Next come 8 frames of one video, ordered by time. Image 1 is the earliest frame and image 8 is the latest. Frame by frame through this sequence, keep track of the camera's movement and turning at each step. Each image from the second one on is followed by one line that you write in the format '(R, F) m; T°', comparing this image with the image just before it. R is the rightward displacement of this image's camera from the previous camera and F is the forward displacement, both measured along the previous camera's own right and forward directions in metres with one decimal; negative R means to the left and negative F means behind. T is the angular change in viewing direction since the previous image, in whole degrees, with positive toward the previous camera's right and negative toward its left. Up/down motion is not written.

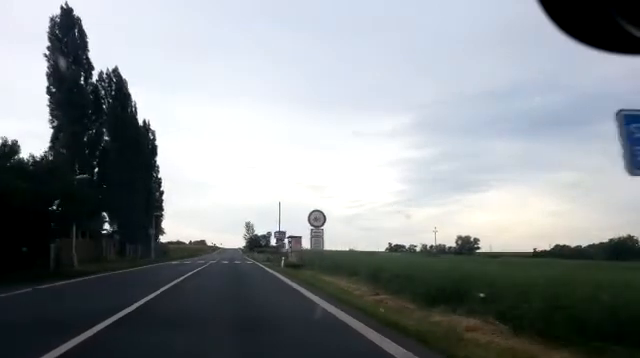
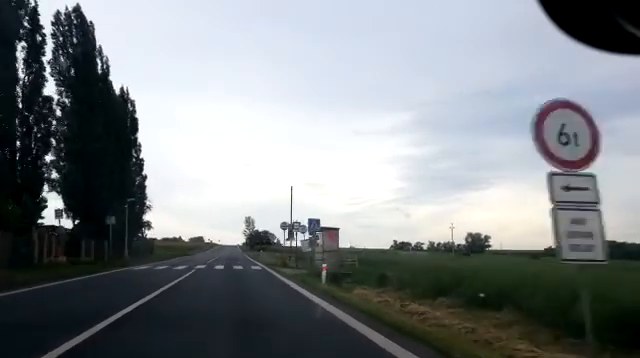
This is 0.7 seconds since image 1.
(+0.1, +14.7) m; 0°
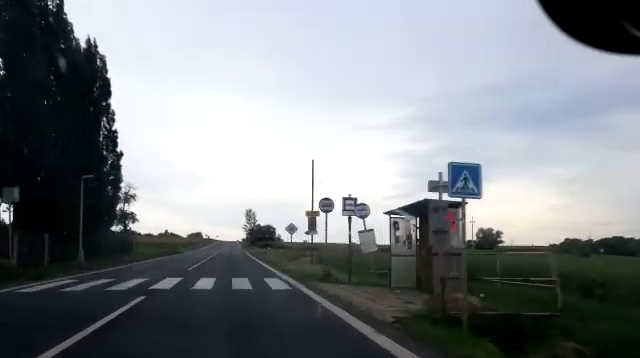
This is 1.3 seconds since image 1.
(-0.2, +14.0) m; 0°
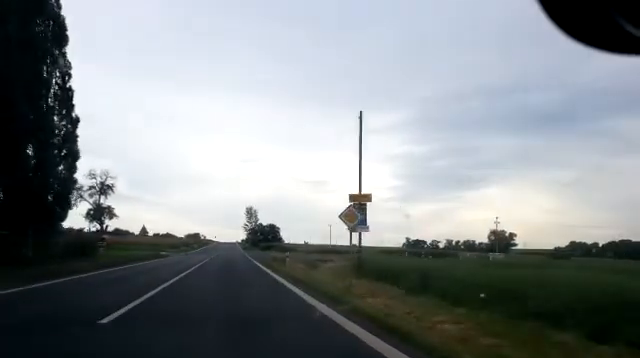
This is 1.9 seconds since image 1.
(0.0, +14.1) m; 0°
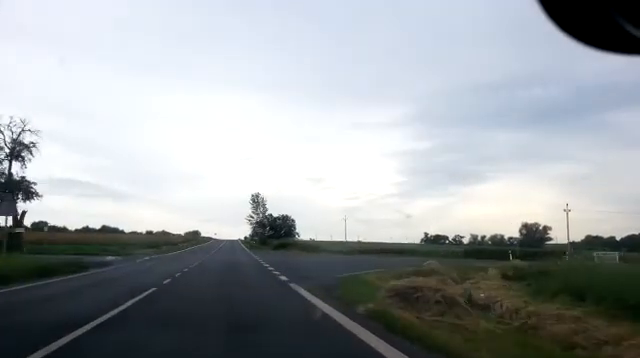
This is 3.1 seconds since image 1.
(0.0, +27.2) m; 0°
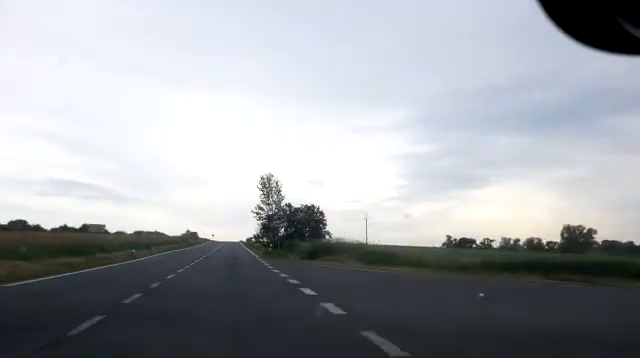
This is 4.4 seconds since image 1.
(0.0, +29.4) m; 0°
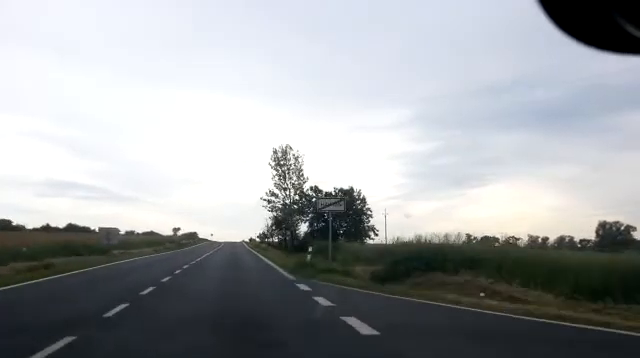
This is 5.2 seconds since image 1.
(0.0, +19.5) m; 0°
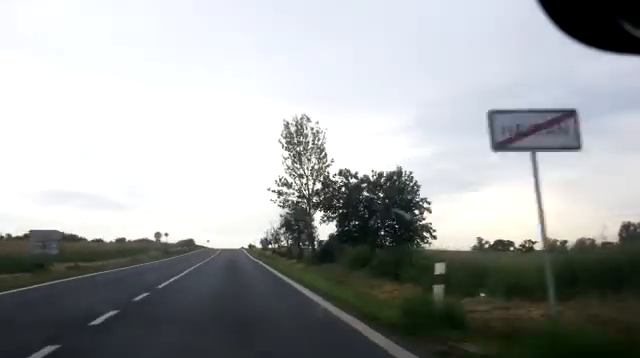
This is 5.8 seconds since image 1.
(0.0, +12.6) m; 0°
